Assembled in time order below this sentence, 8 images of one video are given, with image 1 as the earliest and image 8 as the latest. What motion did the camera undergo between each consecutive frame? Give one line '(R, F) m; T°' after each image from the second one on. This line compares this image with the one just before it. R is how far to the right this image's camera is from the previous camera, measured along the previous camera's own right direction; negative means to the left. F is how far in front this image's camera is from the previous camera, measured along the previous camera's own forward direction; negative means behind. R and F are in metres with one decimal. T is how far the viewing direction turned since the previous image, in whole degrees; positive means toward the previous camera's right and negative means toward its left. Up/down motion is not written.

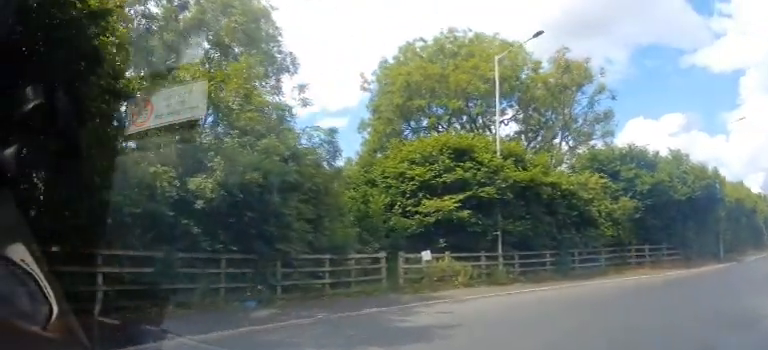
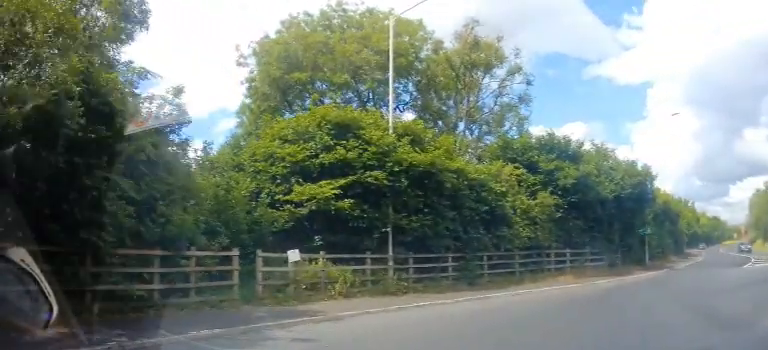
(0.0, +3.1) m; +12°
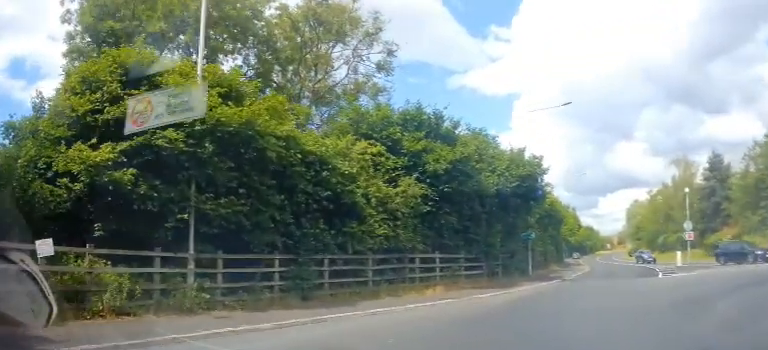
(+0.9, +5.1) m; +15°
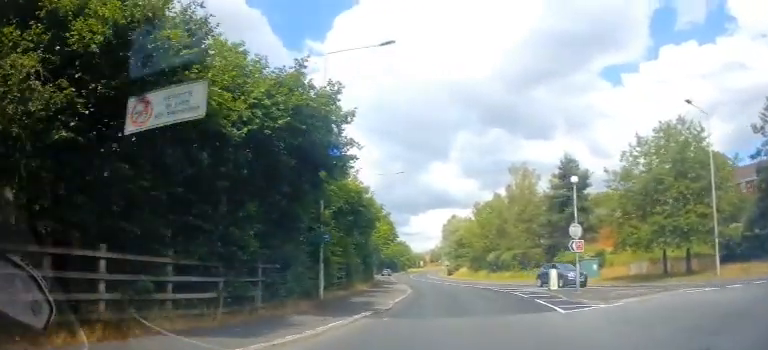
(+2.1, +9.9) m; +20°
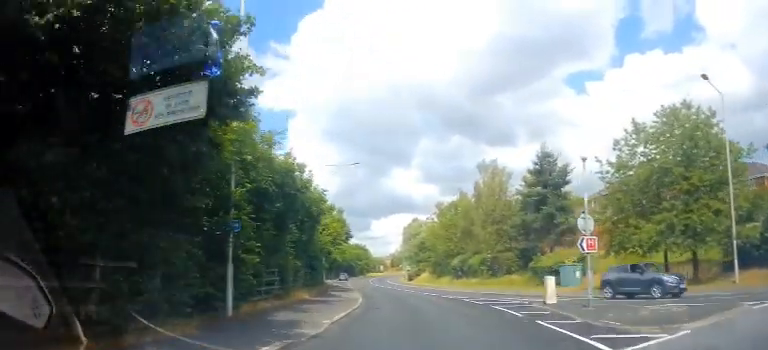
(+0.4, +5.2) m; +5°
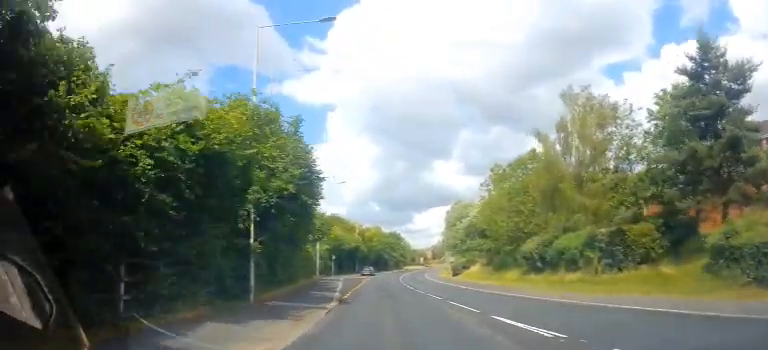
(+1.0, +22.3) m; -2°
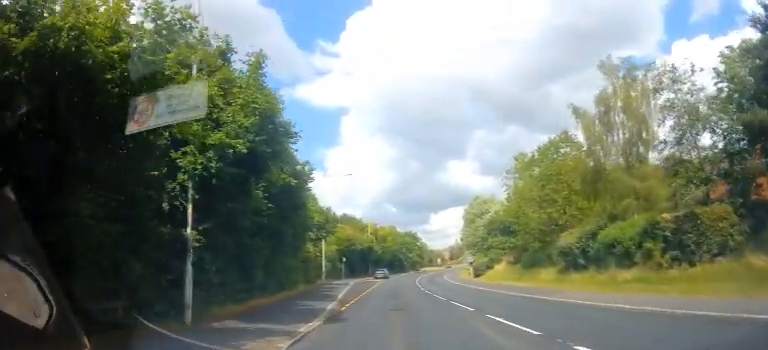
(+0.1, +5.4) m; -6°
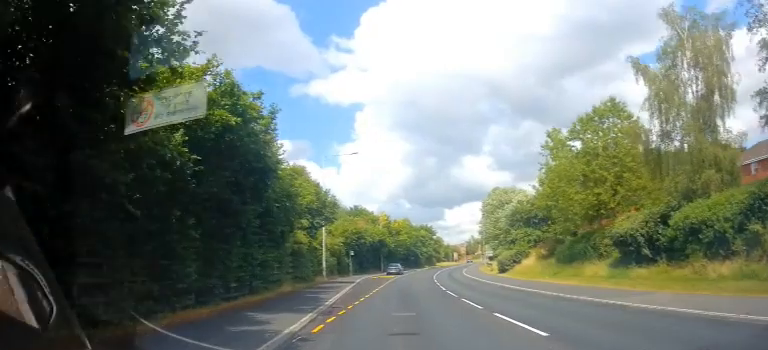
(-0.7, +6.3) m; 0°
